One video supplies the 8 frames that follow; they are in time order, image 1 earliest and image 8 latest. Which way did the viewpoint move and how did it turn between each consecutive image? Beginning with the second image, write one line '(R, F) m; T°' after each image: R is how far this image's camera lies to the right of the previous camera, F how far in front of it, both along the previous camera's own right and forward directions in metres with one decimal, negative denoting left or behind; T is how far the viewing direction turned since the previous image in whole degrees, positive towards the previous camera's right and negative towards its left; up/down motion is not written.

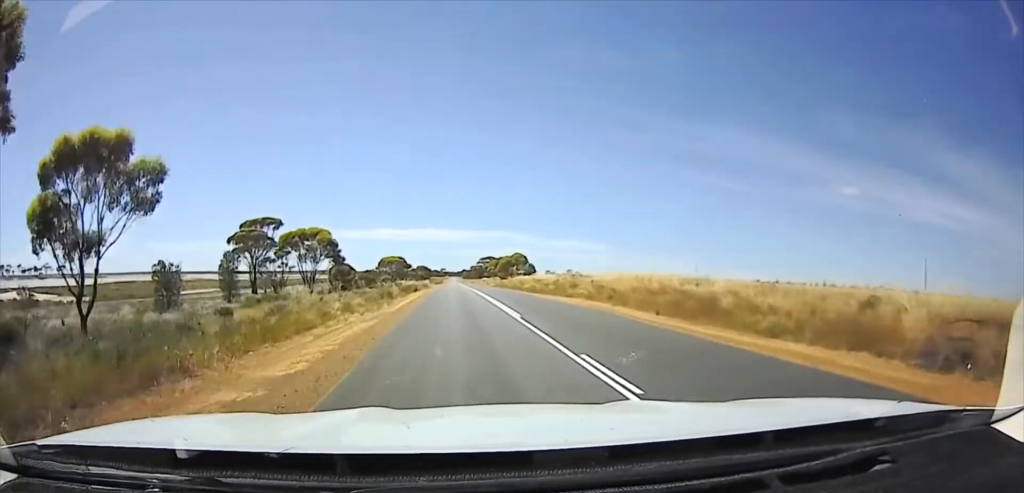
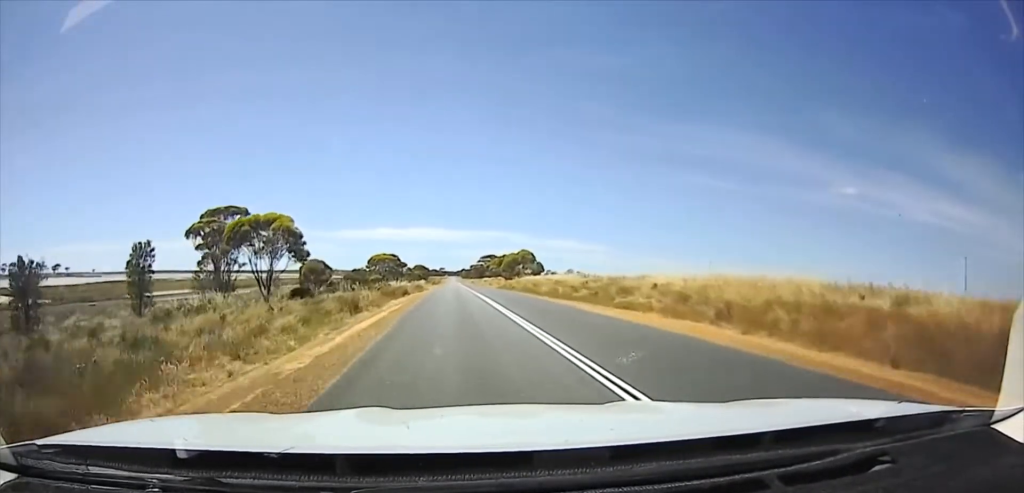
(0.0, +15.1) m; 0°
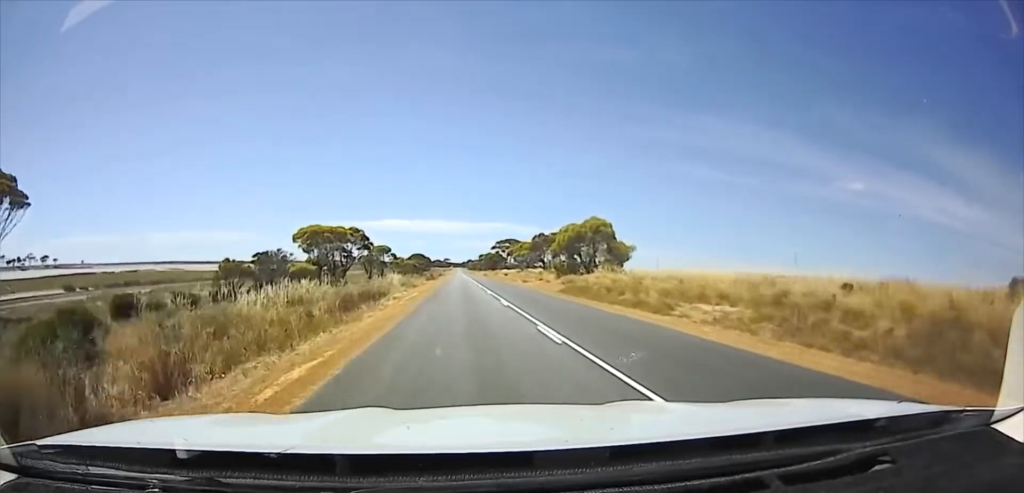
(0.0, +62.2) m; 0°
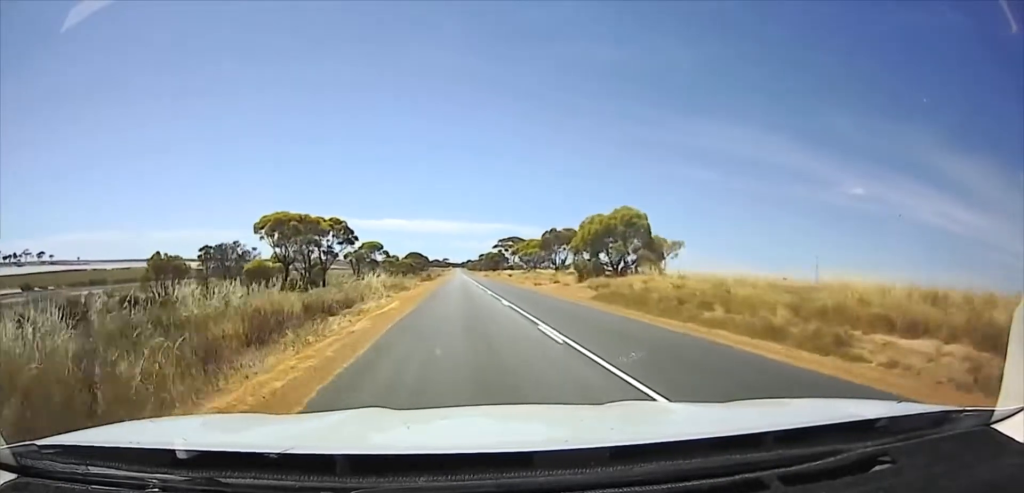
(0.0, +12.9) m; 0°
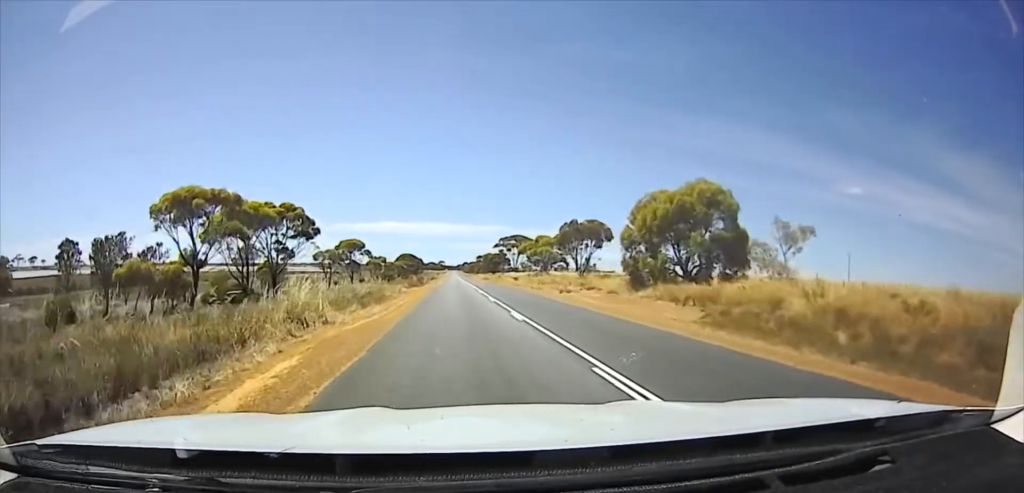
(0.0, +19.6) m; 0°
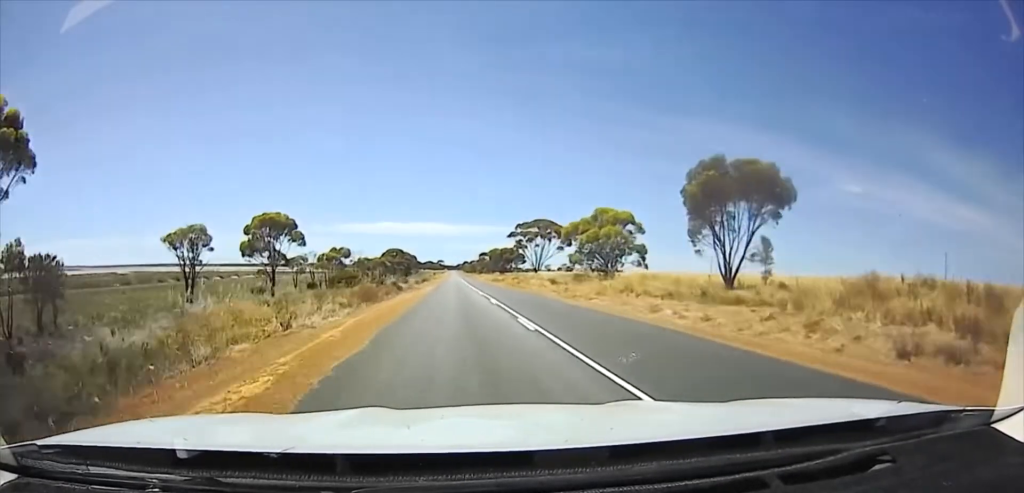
(0.0, +41.0) m; 0°
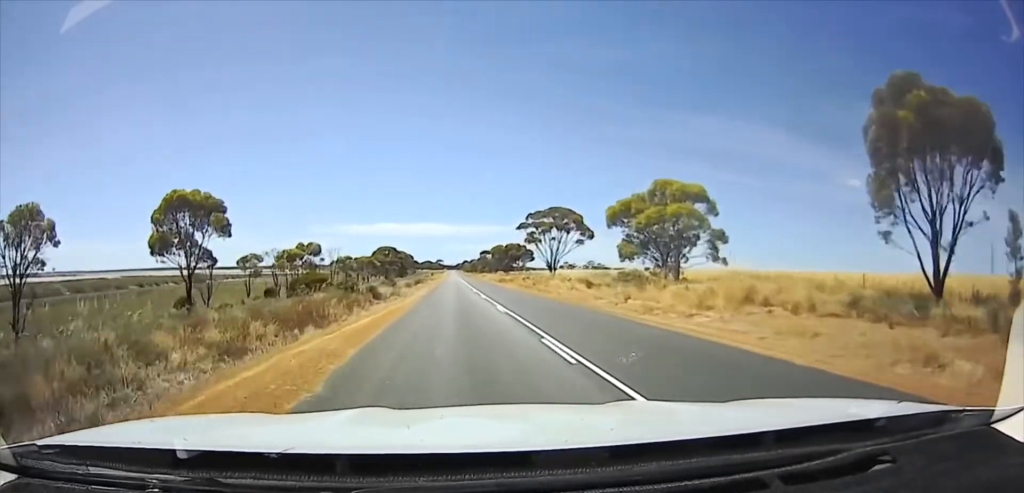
(0.0, +20.5) m; 0°
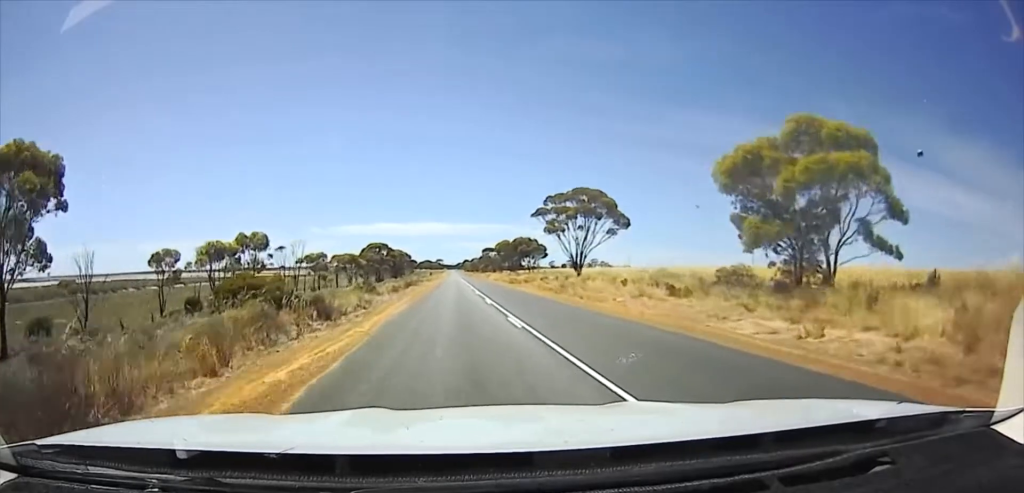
(0.0, +21.2) m; 0°
